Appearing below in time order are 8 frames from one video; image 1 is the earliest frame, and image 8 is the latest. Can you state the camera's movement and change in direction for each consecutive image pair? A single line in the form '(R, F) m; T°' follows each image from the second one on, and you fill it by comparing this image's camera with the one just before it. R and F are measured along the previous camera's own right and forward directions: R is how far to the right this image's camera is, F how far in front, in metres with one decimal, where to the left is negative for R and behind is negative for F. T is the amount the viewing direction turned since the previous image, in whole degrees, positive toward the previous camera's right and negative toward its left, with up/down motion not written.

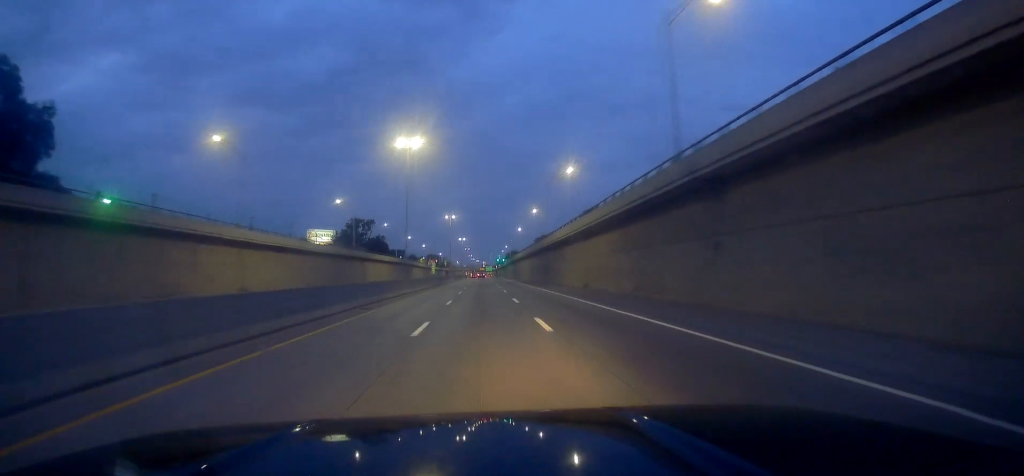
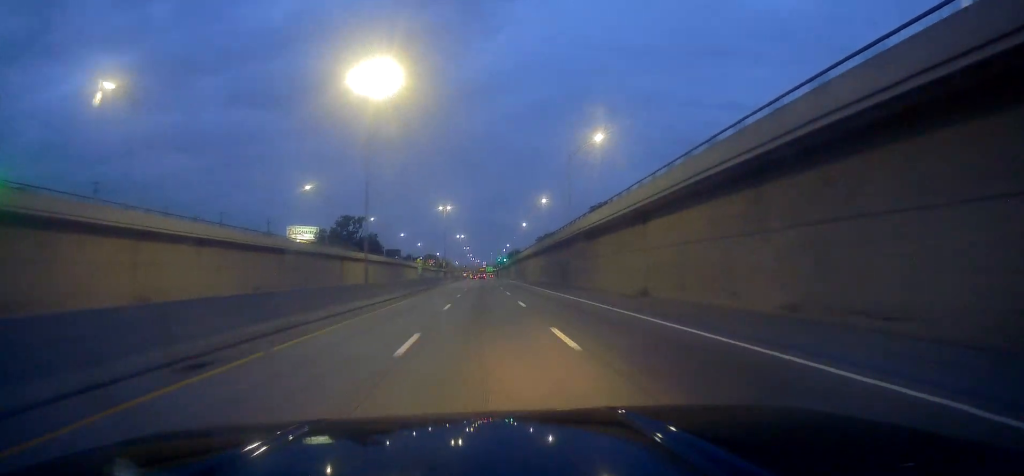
(+0.6, +19.2) m; 0°
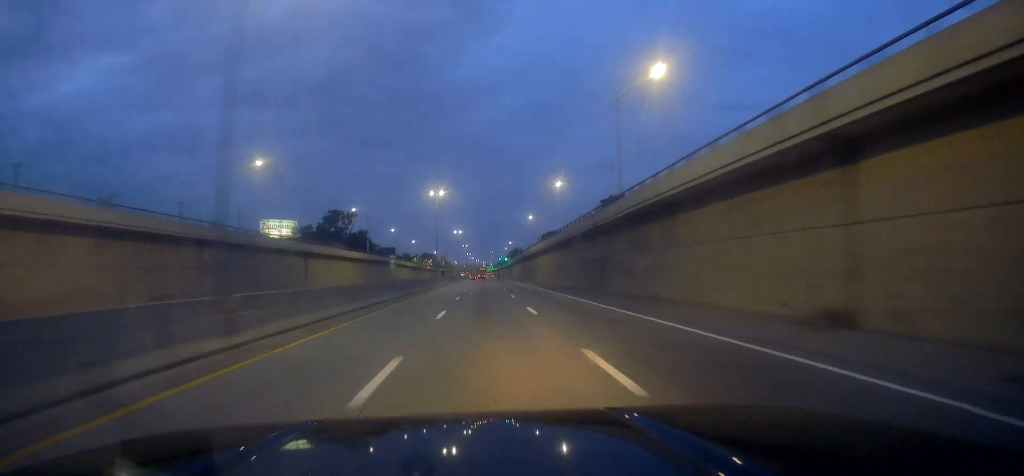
(0.0, +20.2) m; 0°
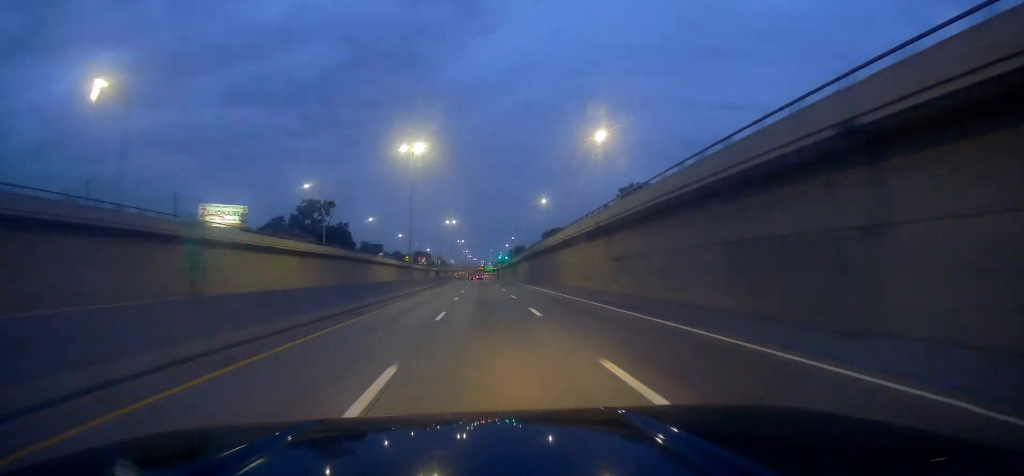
(-0.6, +31.8) m; -1°
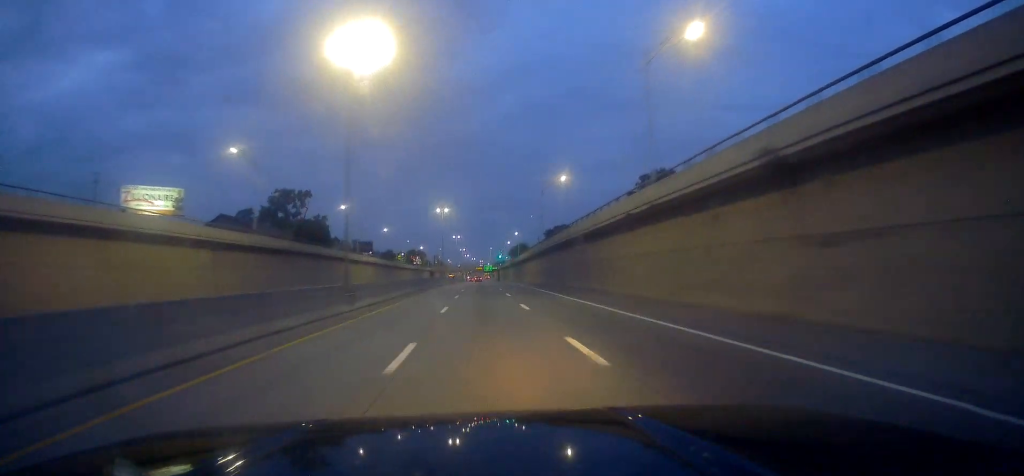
(+0.2, +26.4) m; 0°
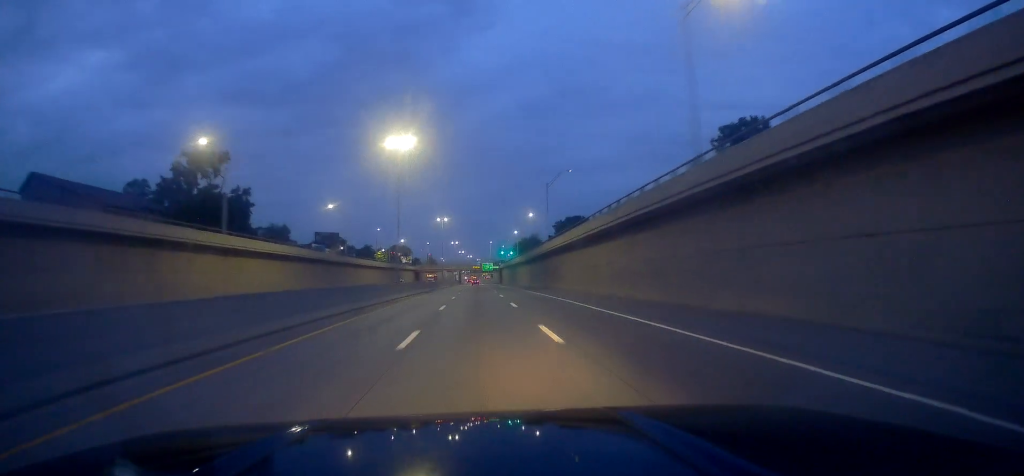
(+0.6, +57.2) m; +1°
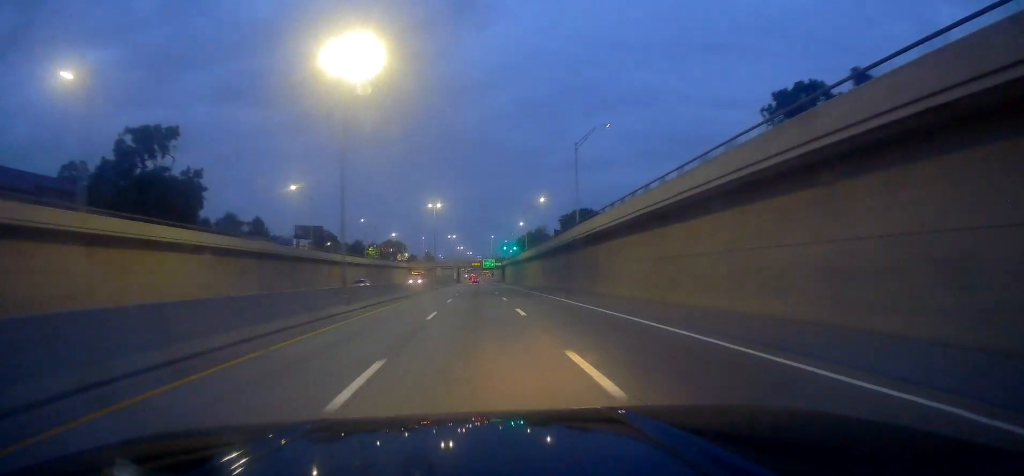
(-0.2, +21.4) m; 0°
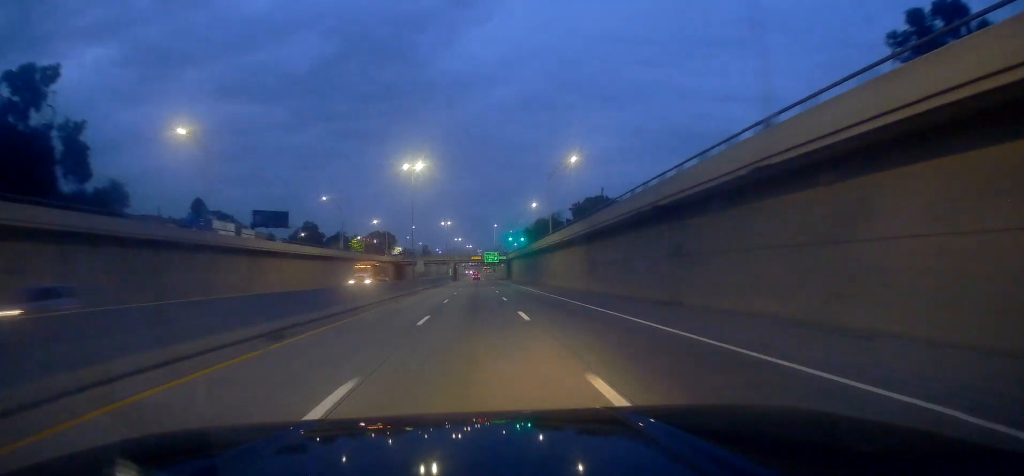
(+0.1, +33.1) m; 0°
